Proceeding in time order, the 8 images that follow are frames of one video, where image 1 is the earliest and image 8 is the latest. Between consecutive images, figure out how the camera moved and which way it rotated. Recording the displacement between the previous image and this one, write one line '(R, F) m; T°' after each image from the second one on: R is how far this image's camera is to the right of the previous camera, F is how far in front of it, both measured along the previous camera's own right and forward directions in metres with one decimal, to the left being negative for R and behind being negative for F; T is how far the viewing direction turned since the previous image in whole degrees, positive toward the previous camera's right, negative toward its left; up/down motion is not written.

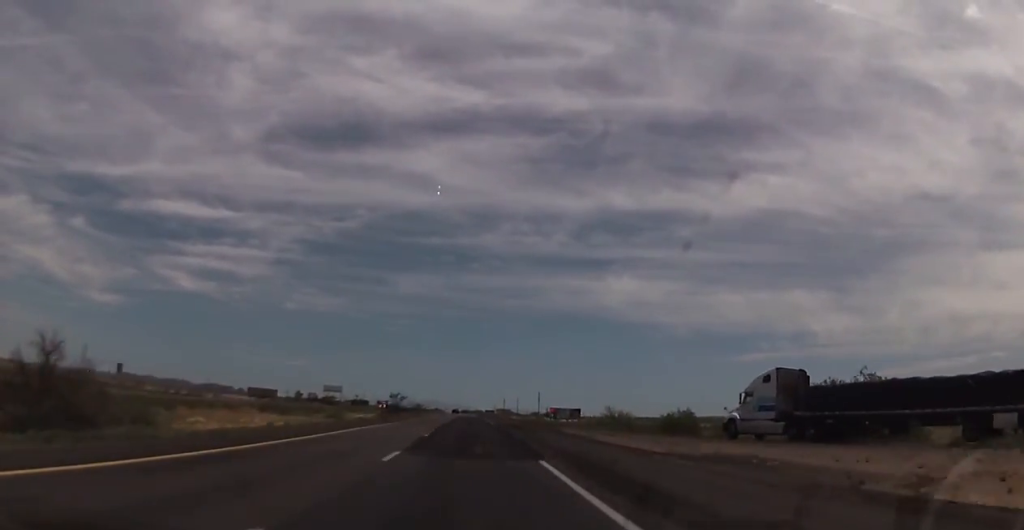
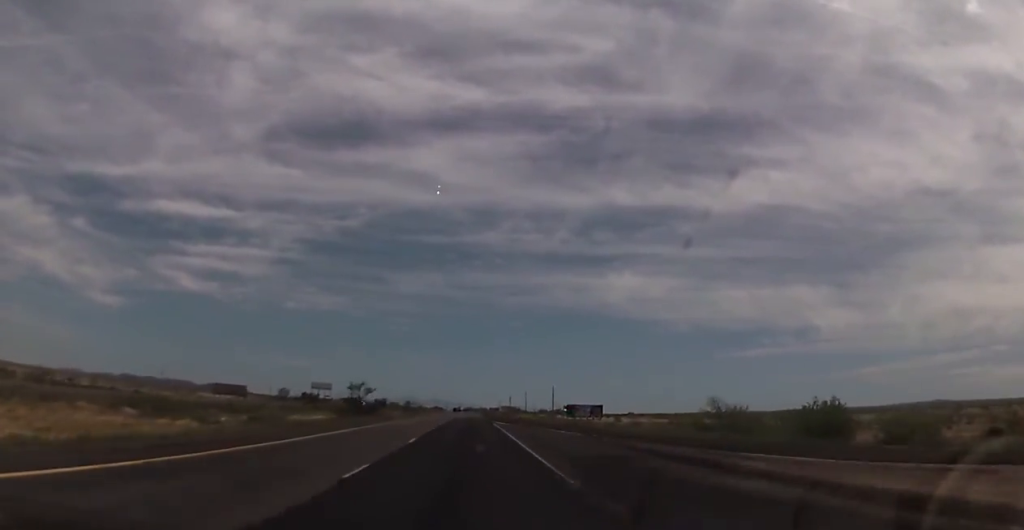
(+0.1, +41.4) m; 0°
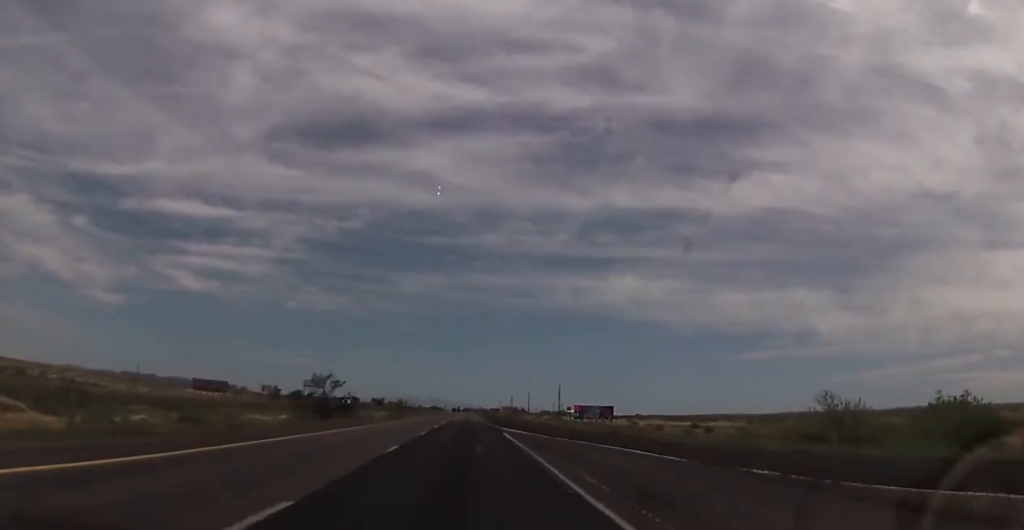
(+0.1, +18.3) m; 0°
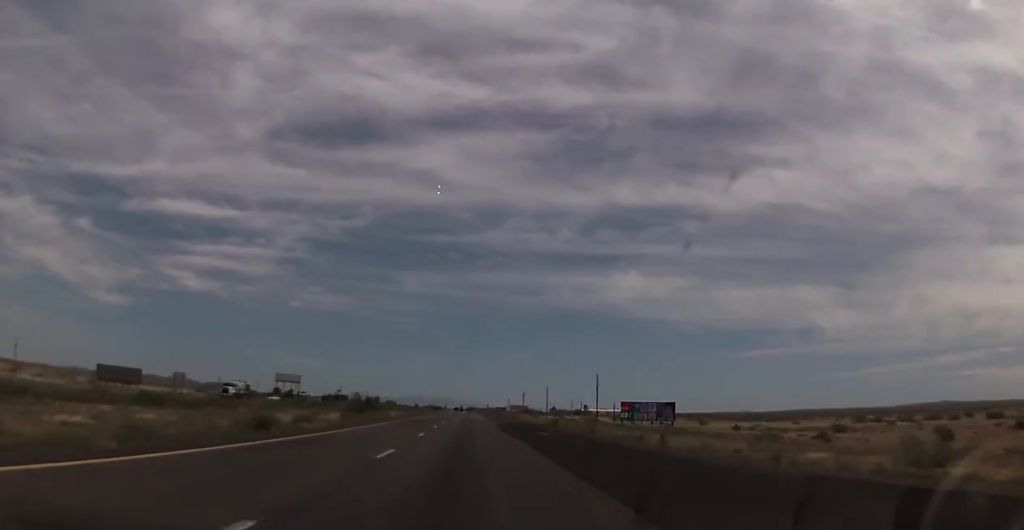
(+0.1, +63.1) m; -1°
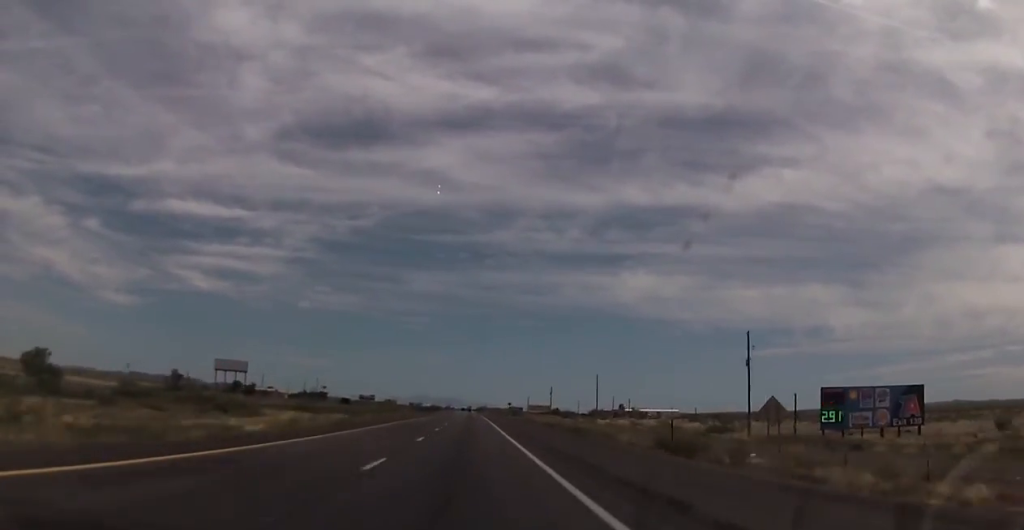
(-1.3, +88.0) m; 0°
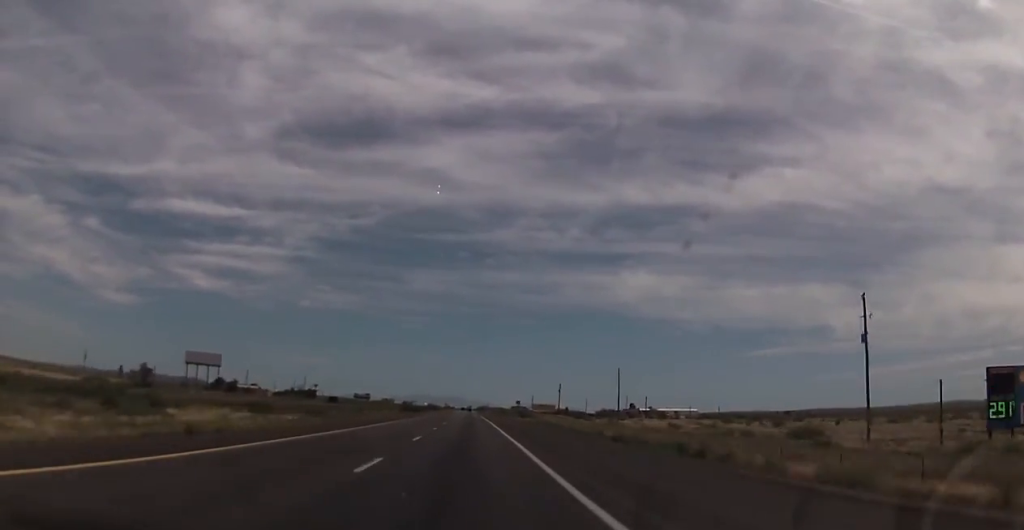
(0.0, +25.3) m; 0°
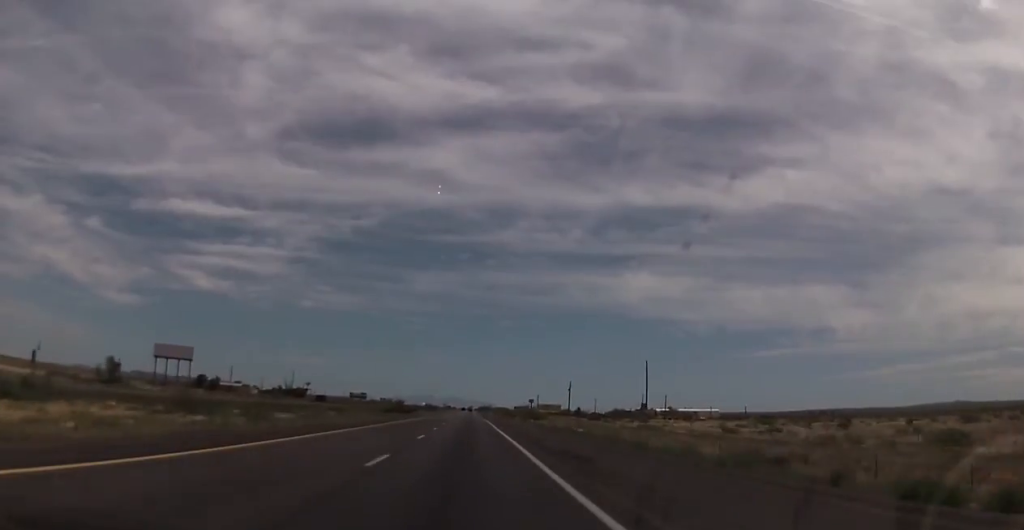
(0.0, +22.9) m; 0°
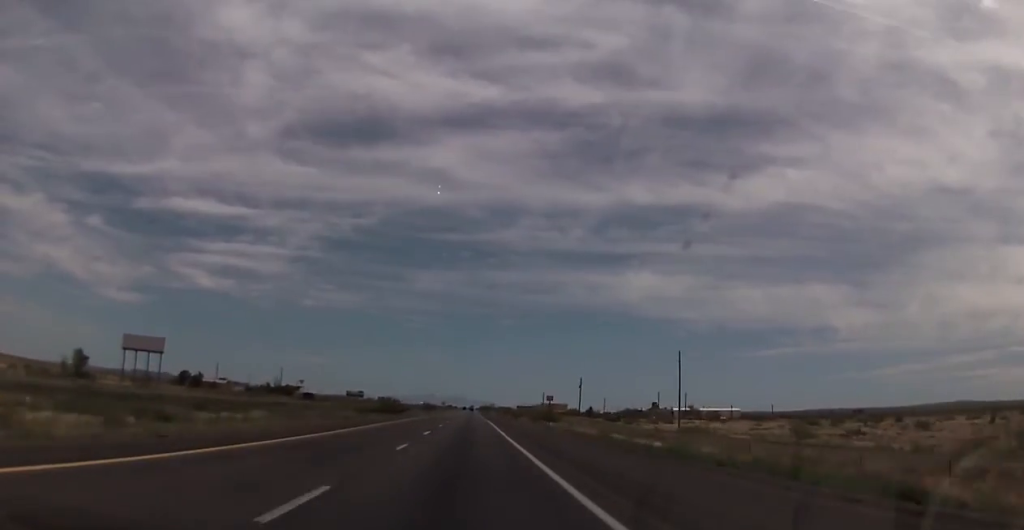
(0.0, +19.3) m; 0°
